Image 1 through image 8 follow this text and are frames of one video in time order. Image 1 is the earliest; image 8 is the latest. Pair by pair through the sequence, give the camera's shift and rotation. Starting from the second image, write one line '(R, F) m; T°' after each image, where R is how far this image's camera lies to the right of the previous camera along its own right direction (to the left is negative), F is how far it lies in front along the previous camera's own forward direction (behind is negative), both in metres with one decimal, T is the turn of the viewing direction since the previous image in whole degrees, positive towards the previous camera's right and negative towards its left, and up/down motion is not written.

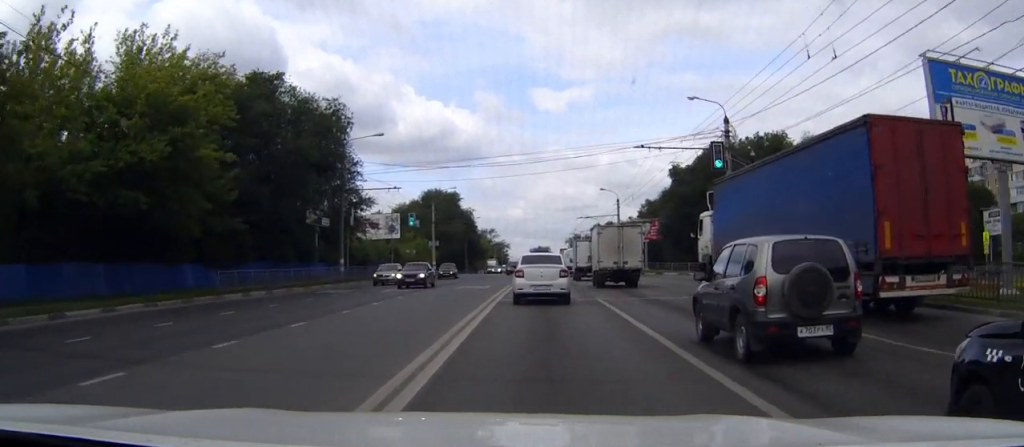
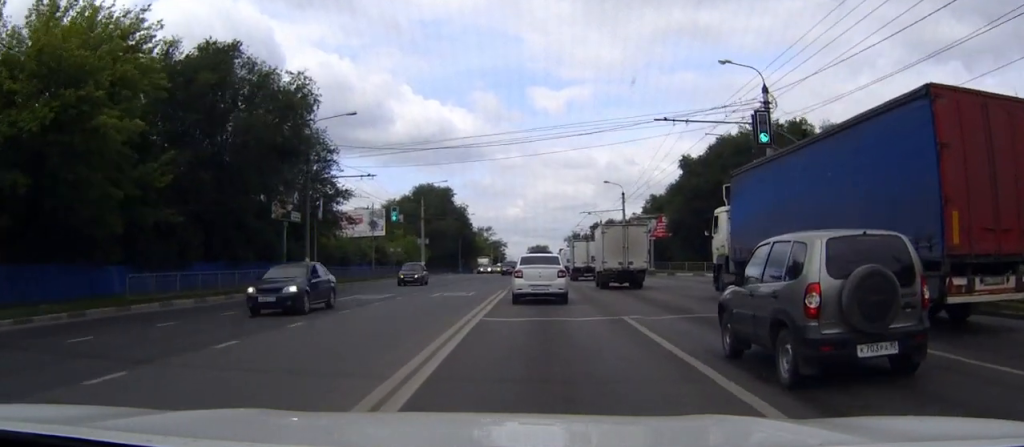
(0.0, +7.8) m; 0°
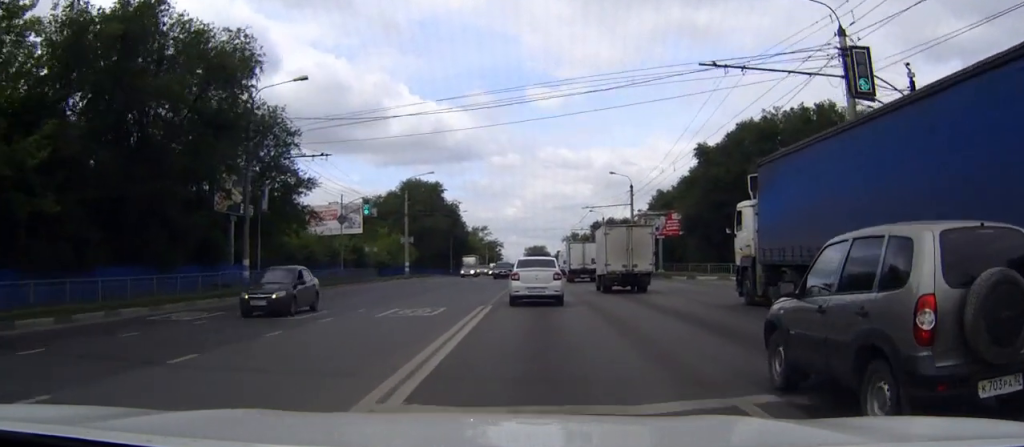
(+0.1, +9.7) m; 0°
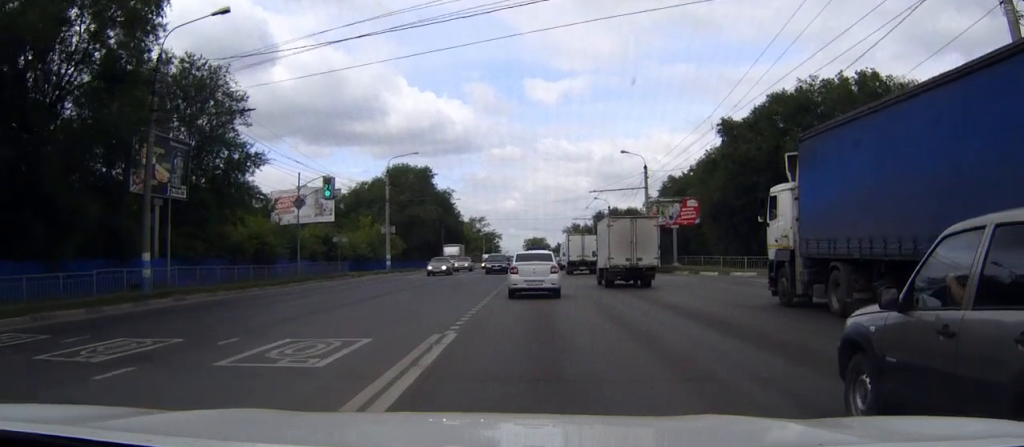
(0.0, +10.3) m; +1°
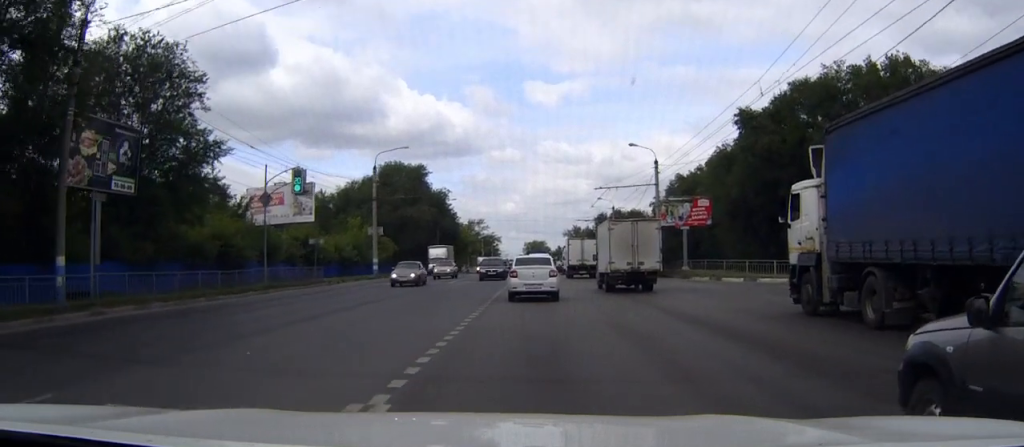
(0.0, +6.0) m; 0°
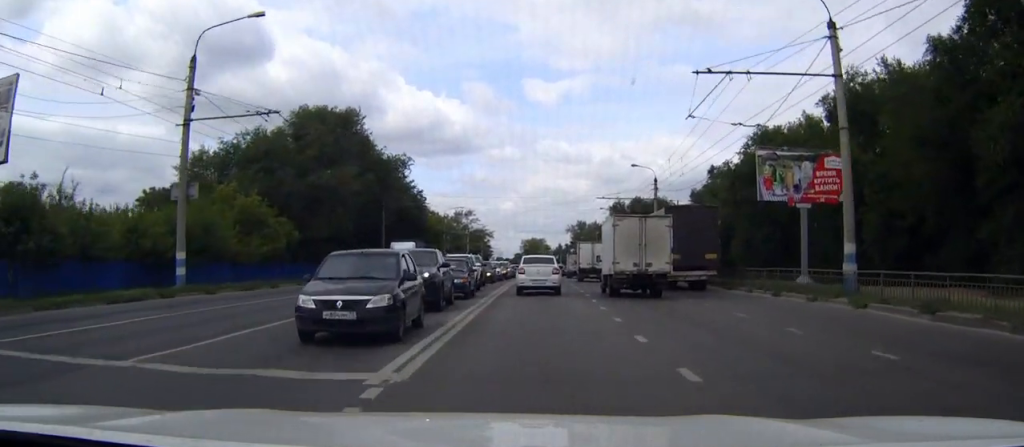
(-0.5, +37.3) m; -1°
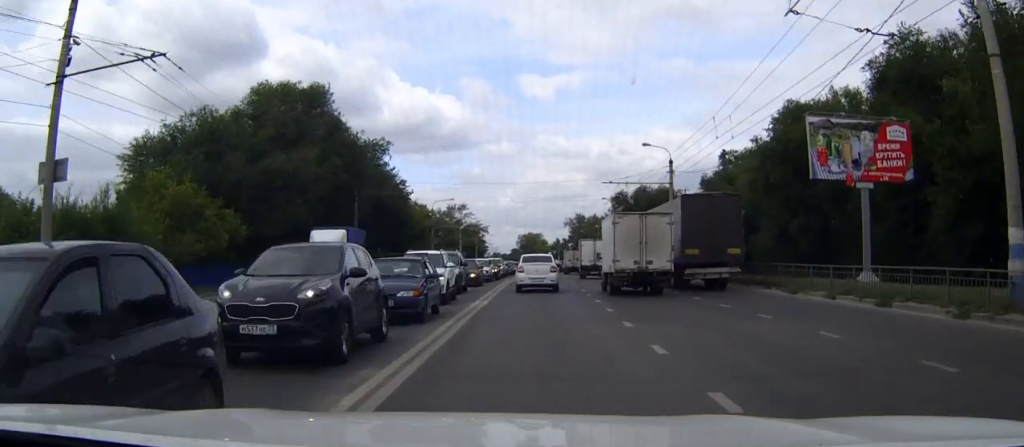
(-0.1, +9.5) m; 0°
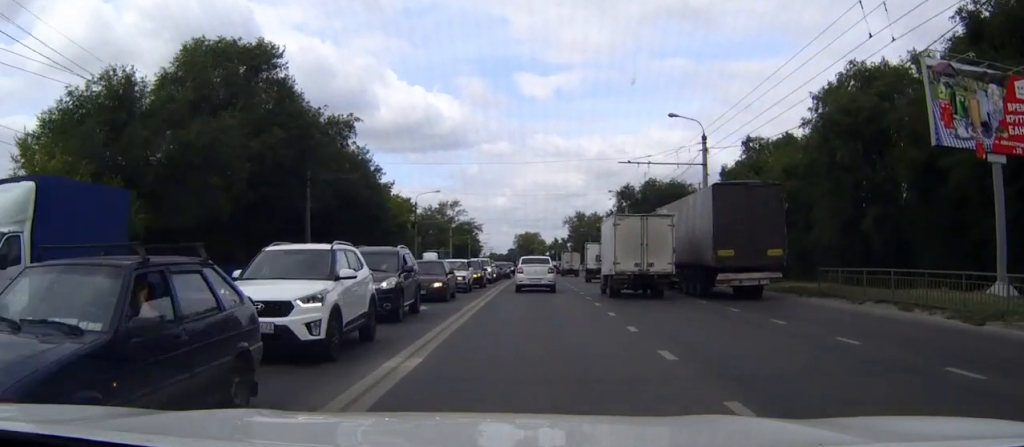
(+0.2, +12.4) m; +1°
